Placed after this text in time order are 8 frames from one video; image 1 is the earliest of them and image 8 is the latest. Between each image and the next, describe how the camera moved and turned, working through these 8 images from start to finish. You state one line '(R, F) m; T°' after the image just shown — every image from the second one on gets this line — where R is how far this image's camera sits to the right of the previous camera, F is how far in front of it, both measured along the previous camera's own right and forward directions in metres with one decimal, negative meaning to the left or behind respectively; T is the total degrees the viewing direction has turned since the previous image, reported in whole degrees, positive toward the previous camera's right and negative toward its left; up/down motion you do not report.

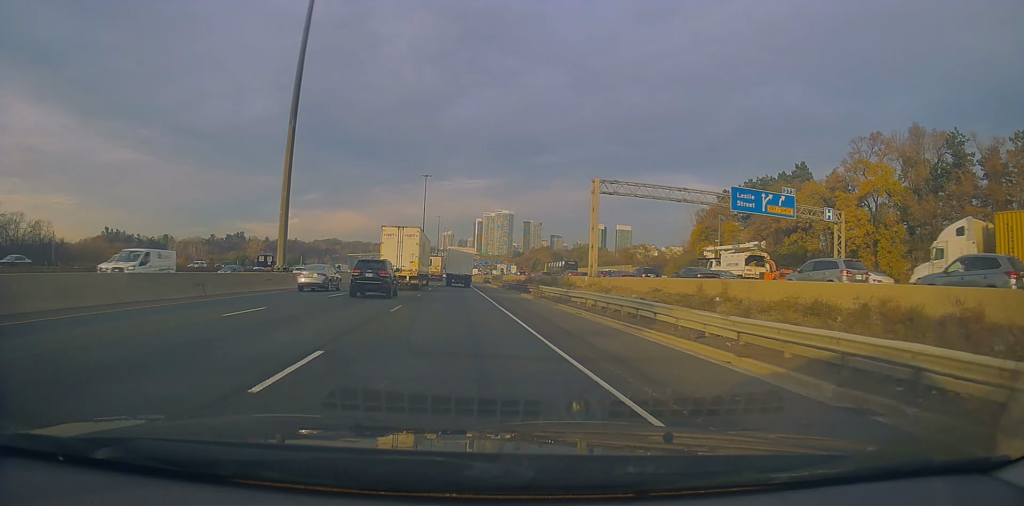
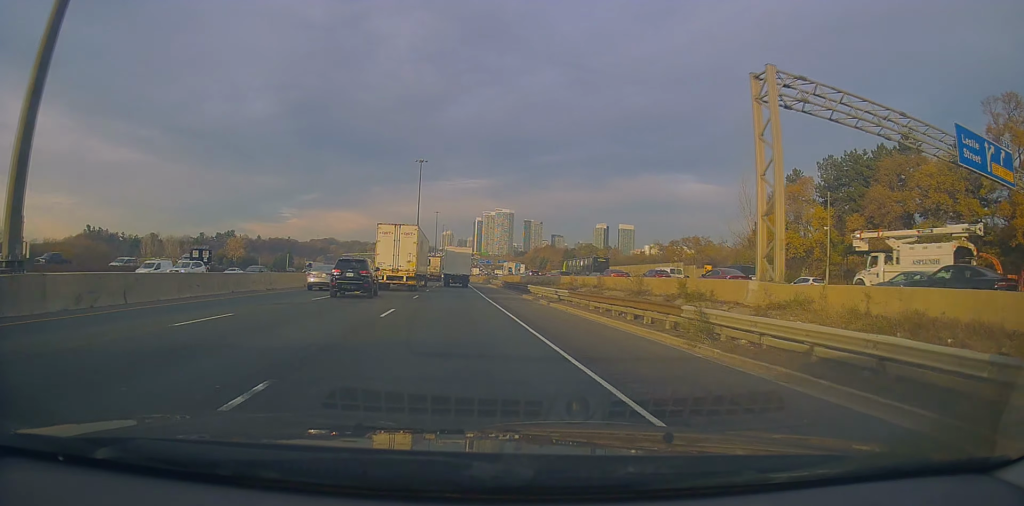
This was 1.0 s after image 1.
(-0.2, +26.3) m; -1°
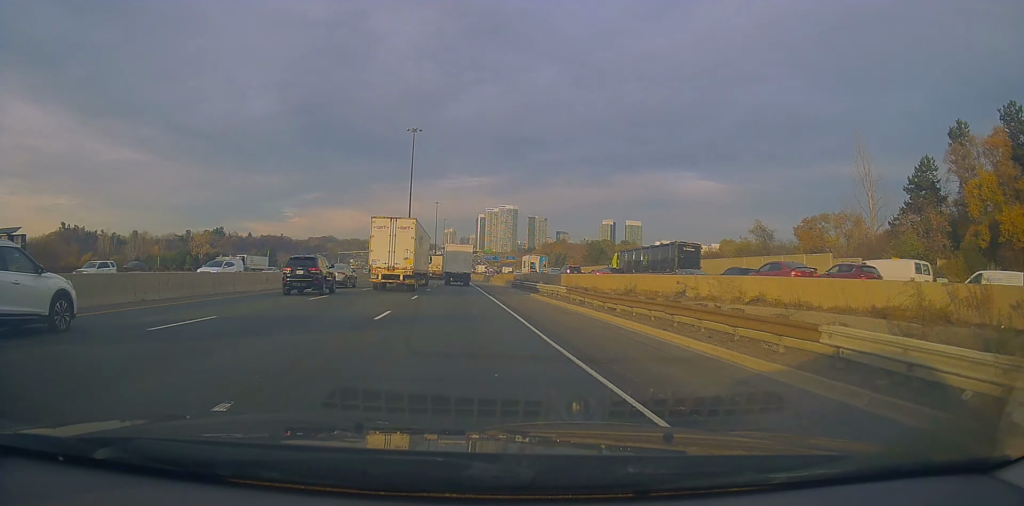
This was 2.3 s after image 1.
(-0.4, +36.0) m; 0°
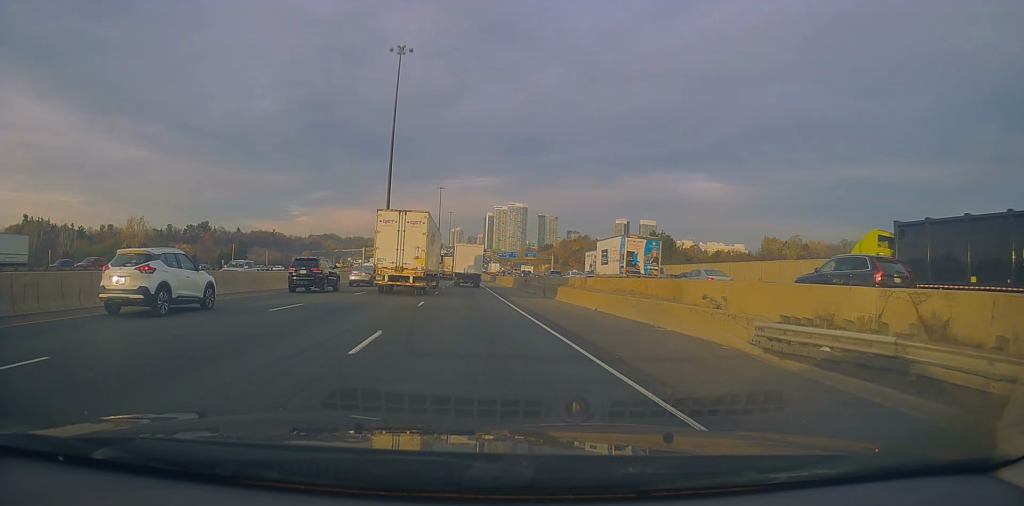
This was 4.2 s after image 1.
(+0.4, +52.7) m; 0°
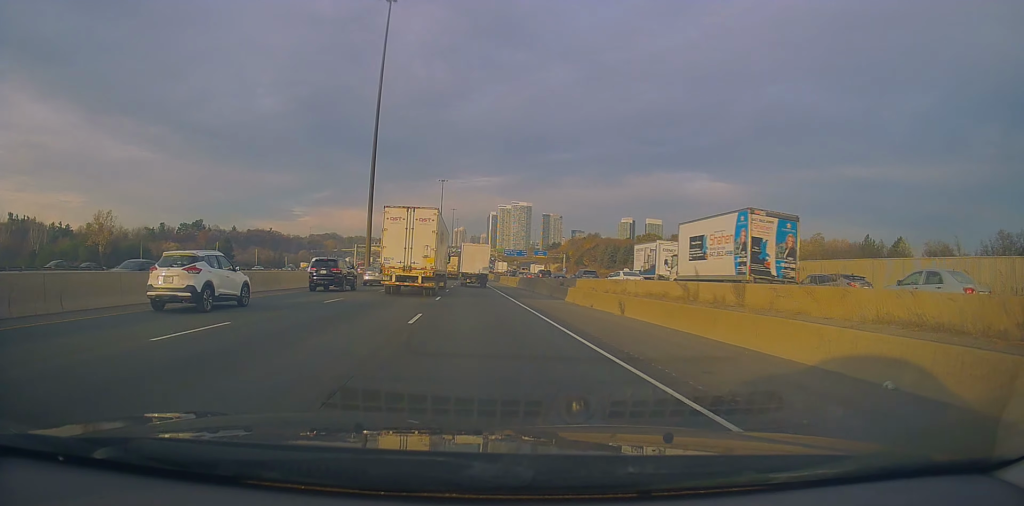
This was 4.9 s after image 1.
(-0.2, +19.8) m; -1°
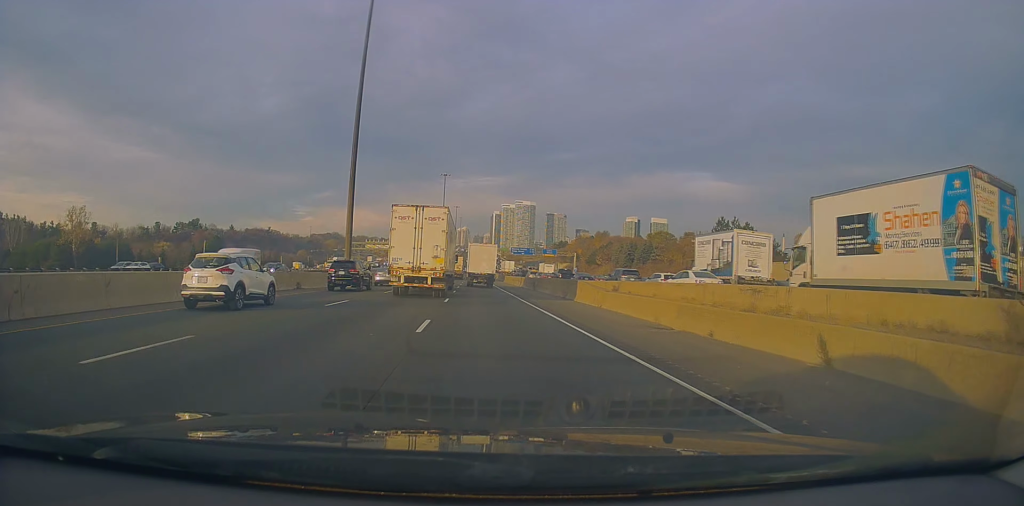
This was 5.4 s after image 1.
(0.0, +13.5) m; 0°
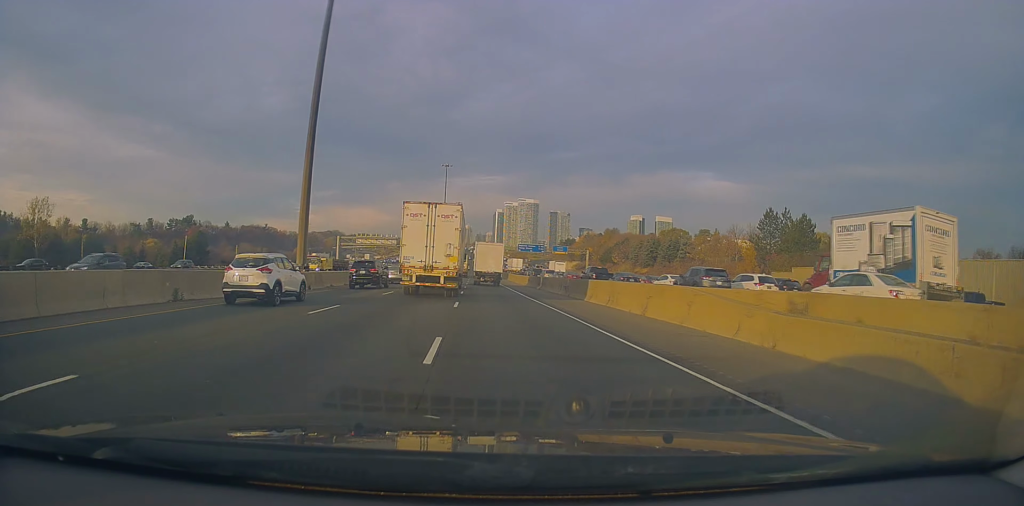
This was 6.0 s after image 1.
(0.0, +16.3) m; 0°
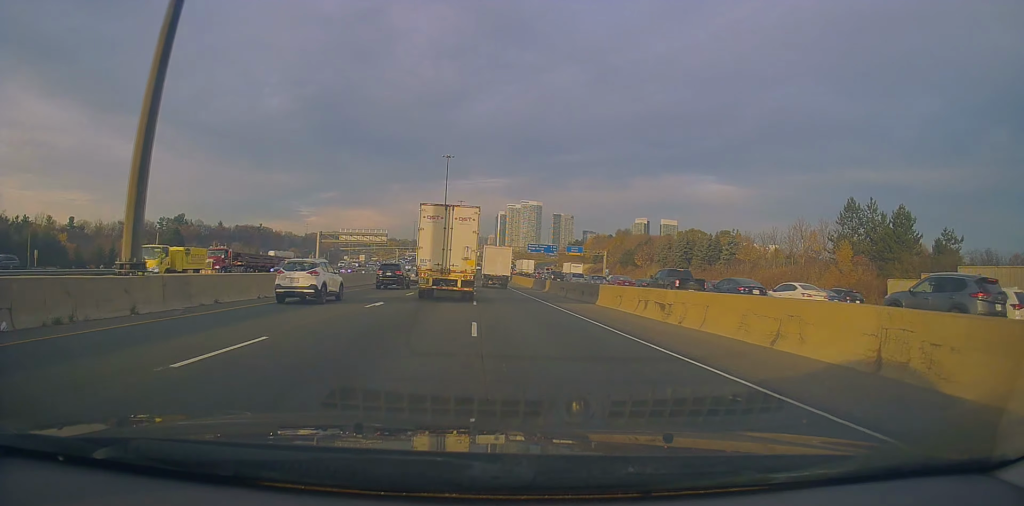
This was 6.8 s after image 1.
(0.0, +20.2) m; +1°
